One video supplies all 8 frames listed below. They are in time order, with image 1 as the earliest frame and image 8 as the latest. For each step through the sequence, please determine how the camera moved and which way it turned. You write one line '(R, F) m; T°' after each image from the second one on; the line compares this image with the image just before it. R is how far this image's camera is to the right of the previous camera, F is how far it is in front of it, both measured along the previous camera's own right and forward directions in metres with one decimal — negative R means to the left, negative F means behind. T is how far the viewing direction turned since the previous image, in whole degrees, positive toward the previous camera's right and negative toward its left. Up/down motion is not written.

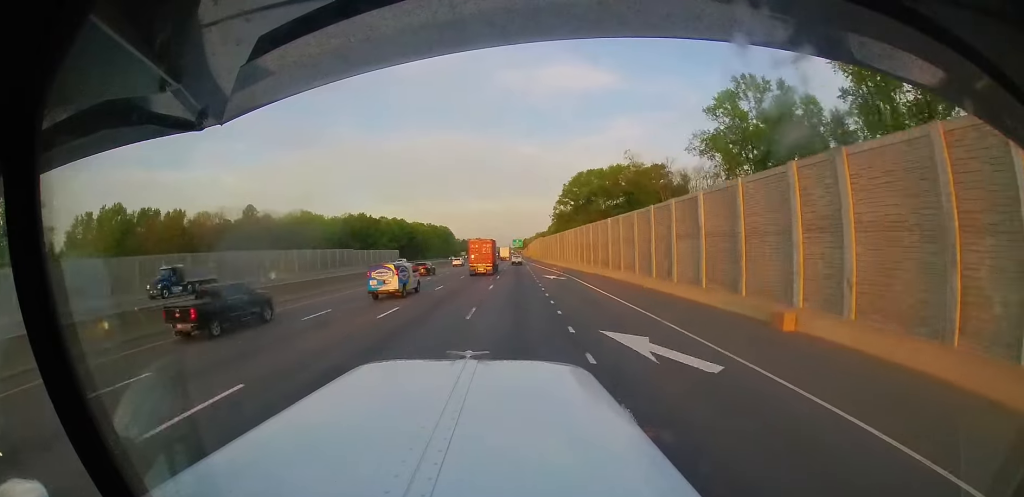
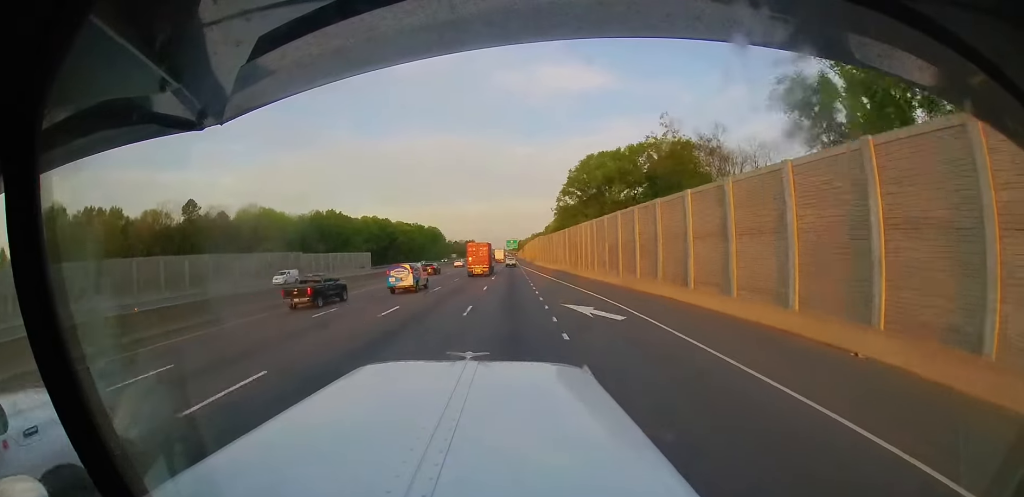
(0.0, +23.4) m; 0°
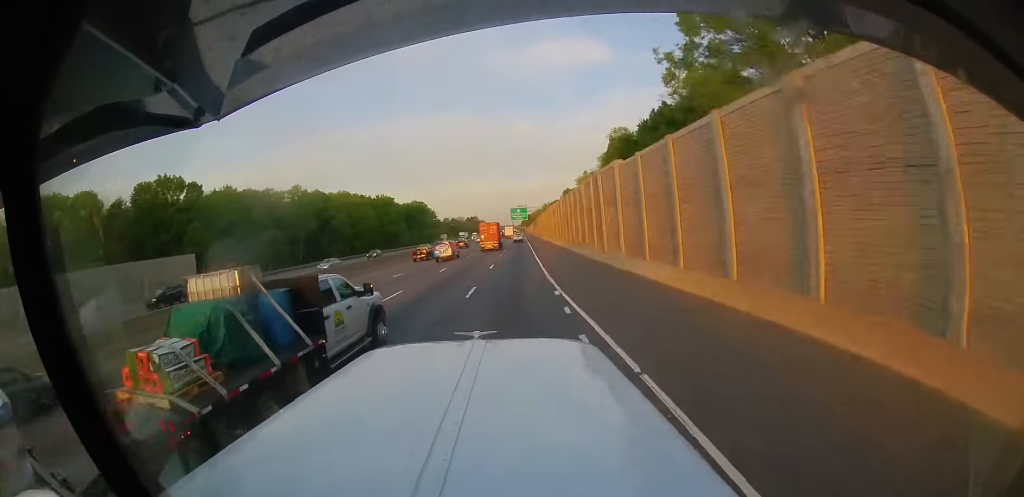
(+0.8, +73.5) m; +1°
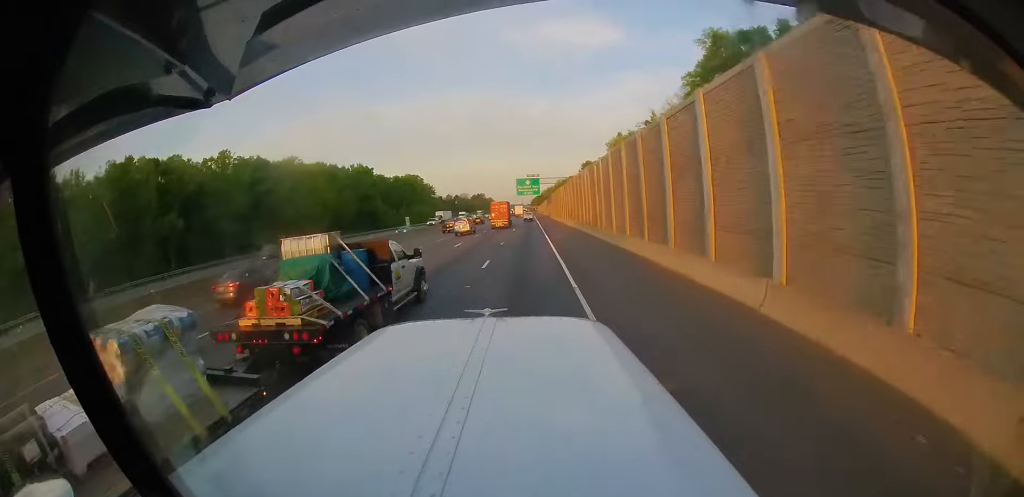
(+0.1, +35.6) m; 0°
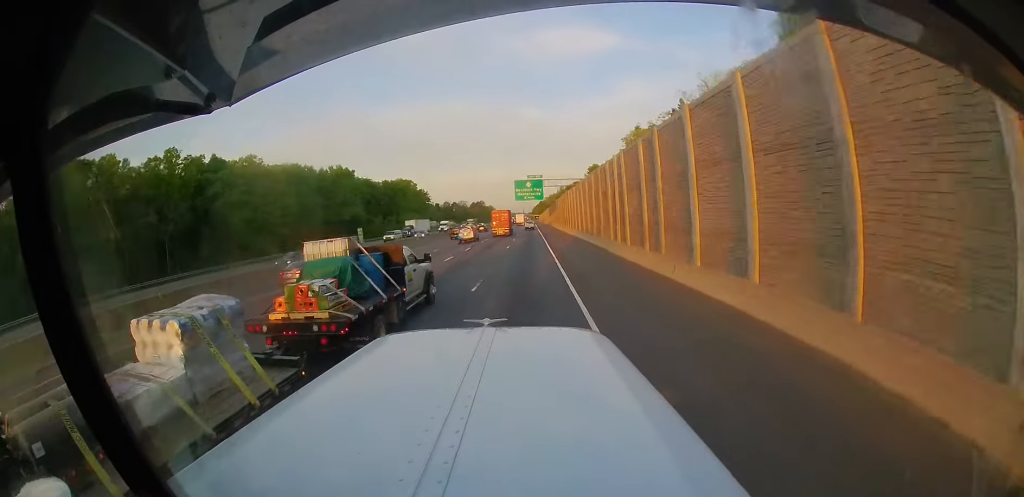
(0.0, +16.7) m; 0°
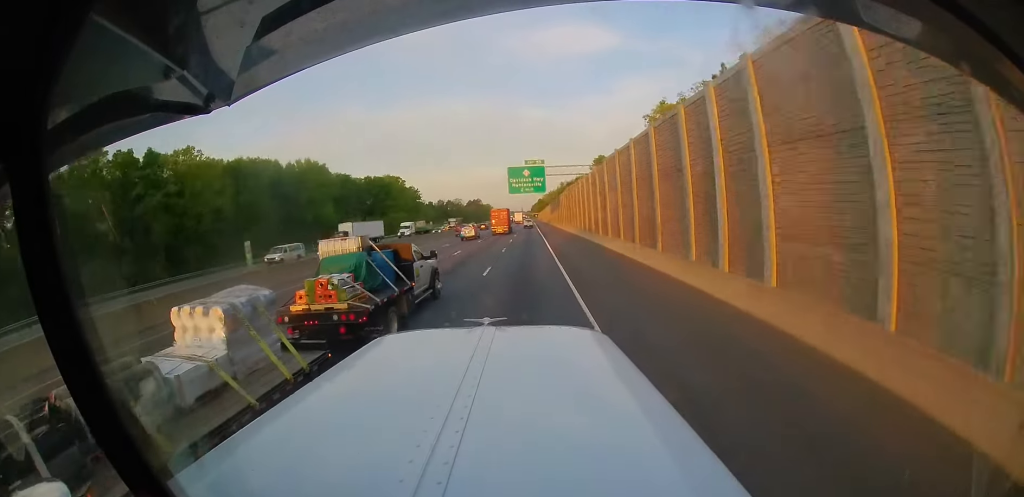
(0.0, +17.8) m; 0°
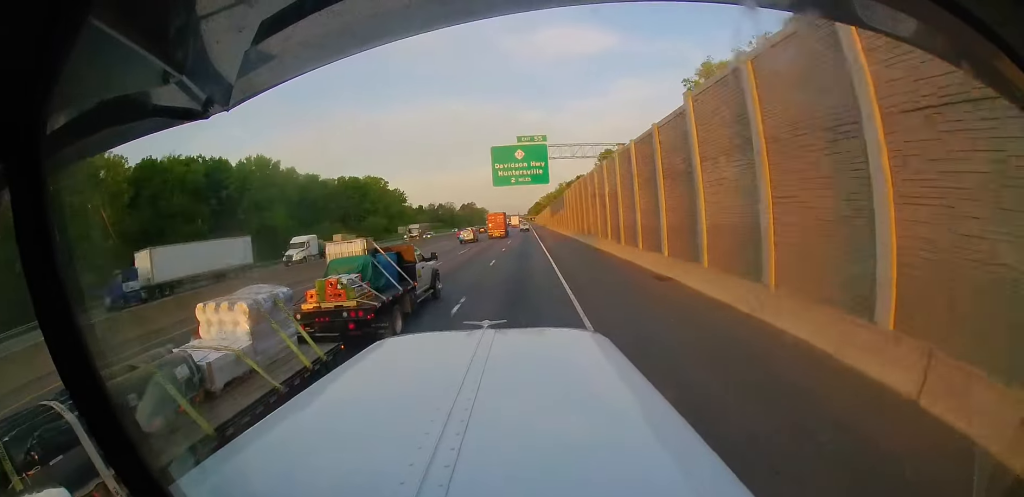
(0.0, +19.9) m; 0°
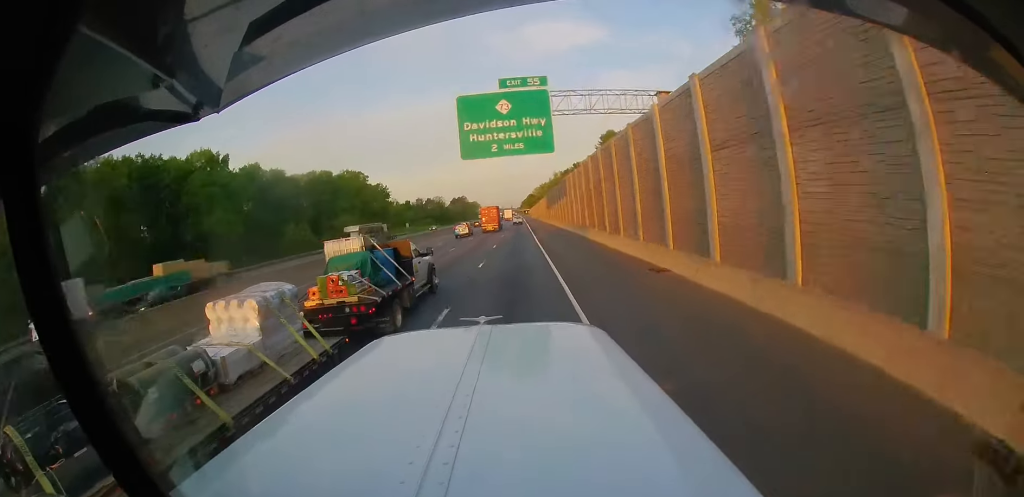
(0.0, +15.3) m; 0°
